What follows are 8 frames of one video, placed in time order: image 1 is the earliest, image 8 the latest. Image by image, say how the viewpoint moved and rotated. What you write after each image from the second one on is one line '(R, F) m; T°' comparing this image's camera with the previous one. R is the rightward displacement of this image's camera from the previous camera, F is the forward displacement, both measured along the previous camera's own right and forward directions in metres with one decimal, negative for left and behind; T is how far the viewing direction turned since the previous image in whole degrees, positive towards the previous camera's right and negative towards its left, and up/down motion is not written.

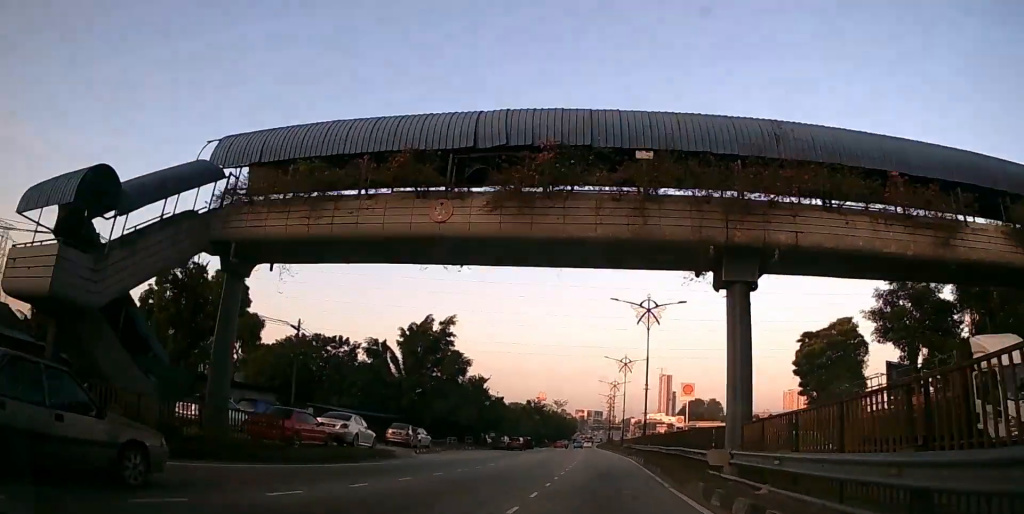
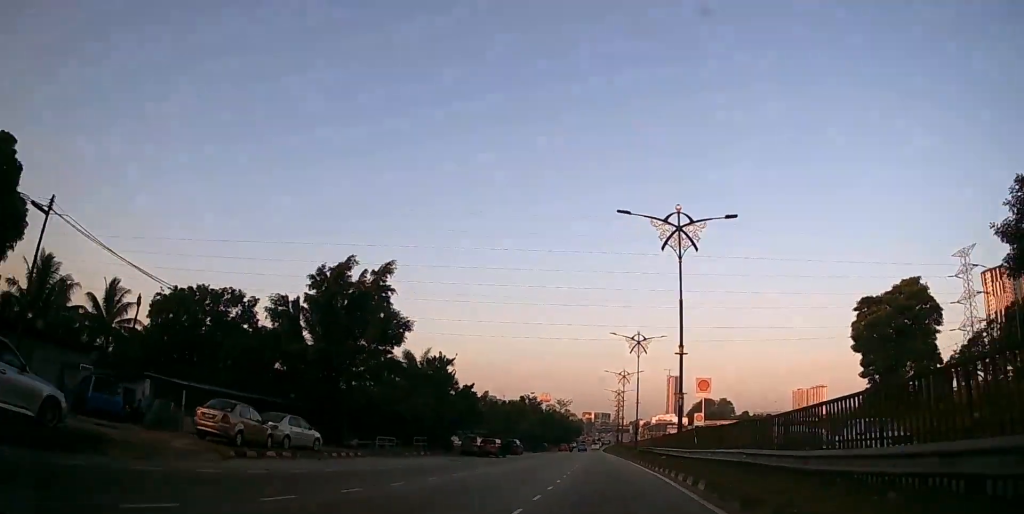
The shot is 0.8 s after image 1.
(-0.3, +18.1) m; -1°
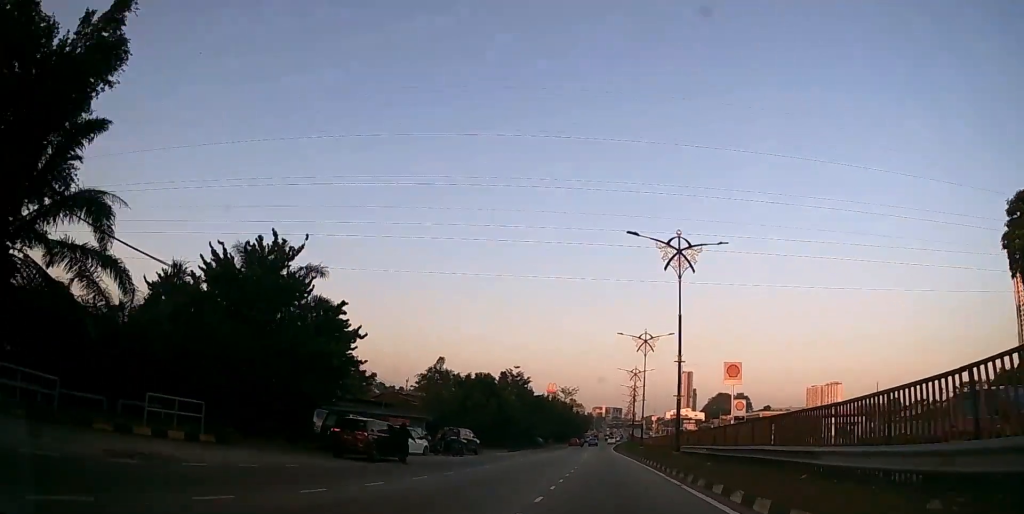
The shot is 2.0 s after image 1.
(-0.1, +26.7) m; -1°
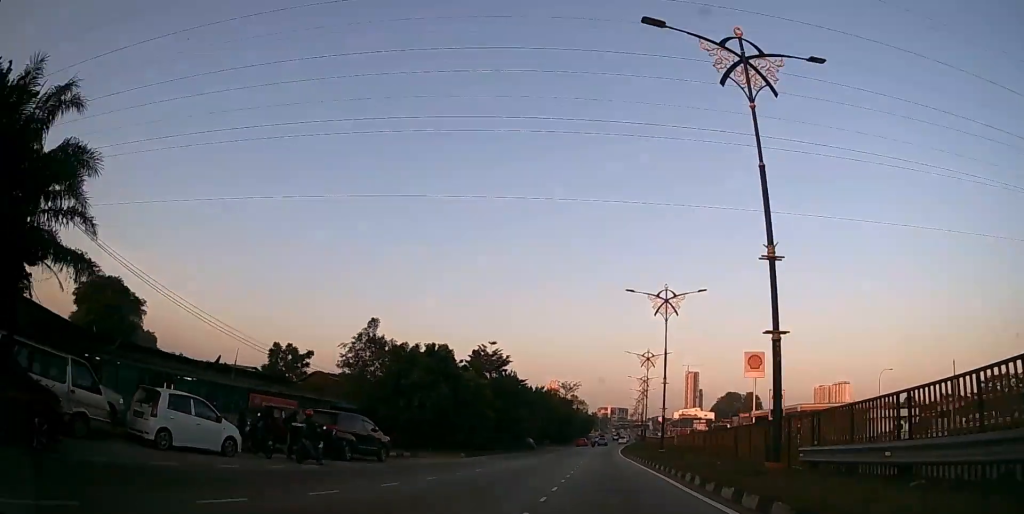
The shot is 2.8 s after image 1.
(-0.2, +16.7) m; -1°
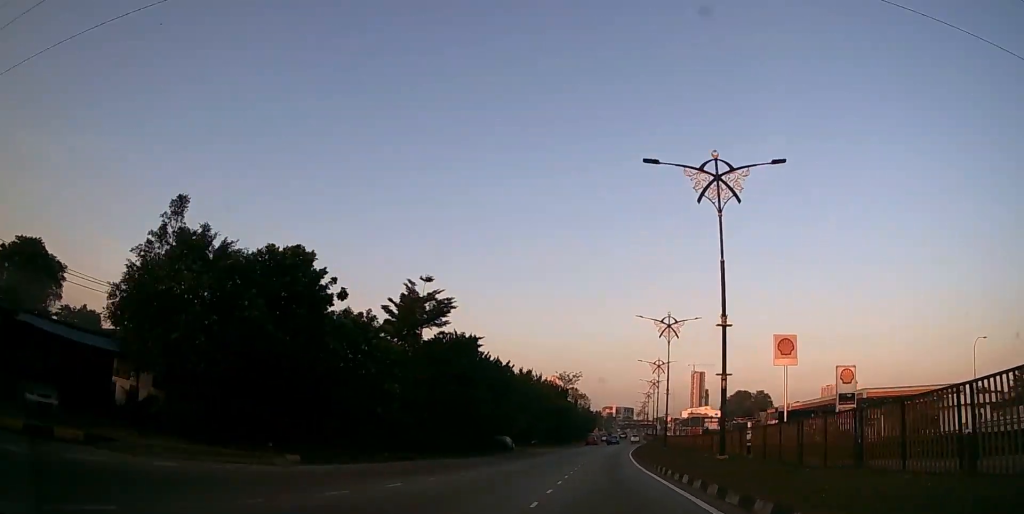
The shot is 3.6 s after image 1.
(-0.1, +21.0) m; 0°
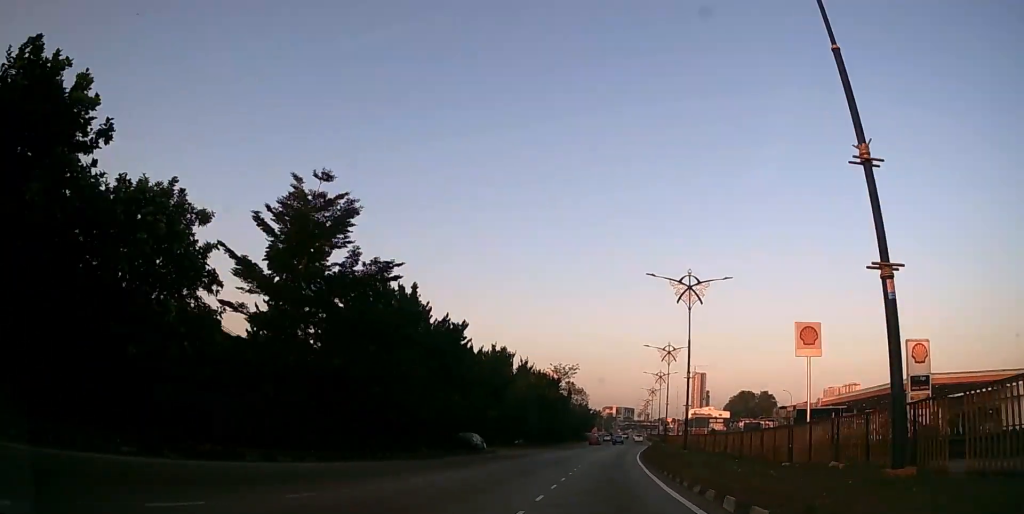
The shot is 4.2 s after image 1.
(0.0, +13.5) m; 0°
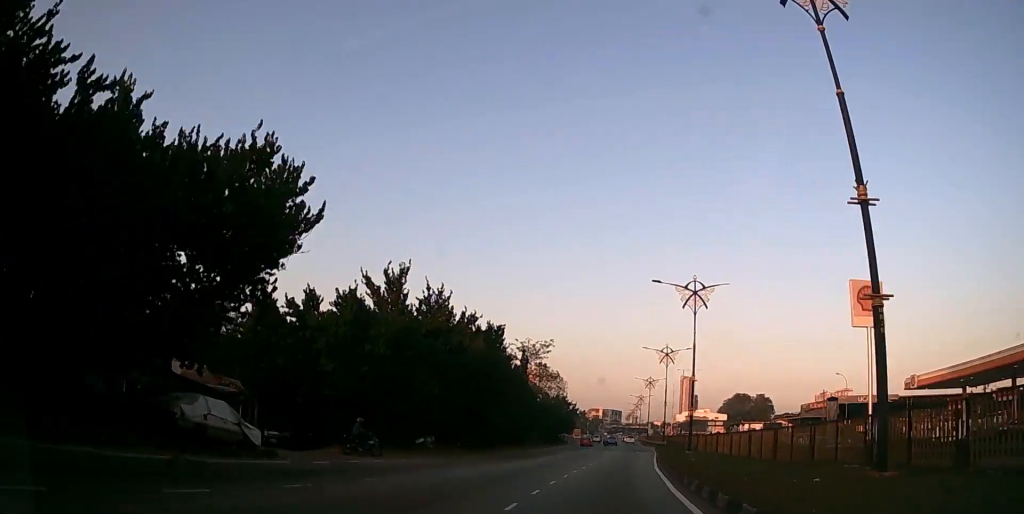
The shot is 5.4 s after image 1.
(-0.1, +28.8) m; 0°
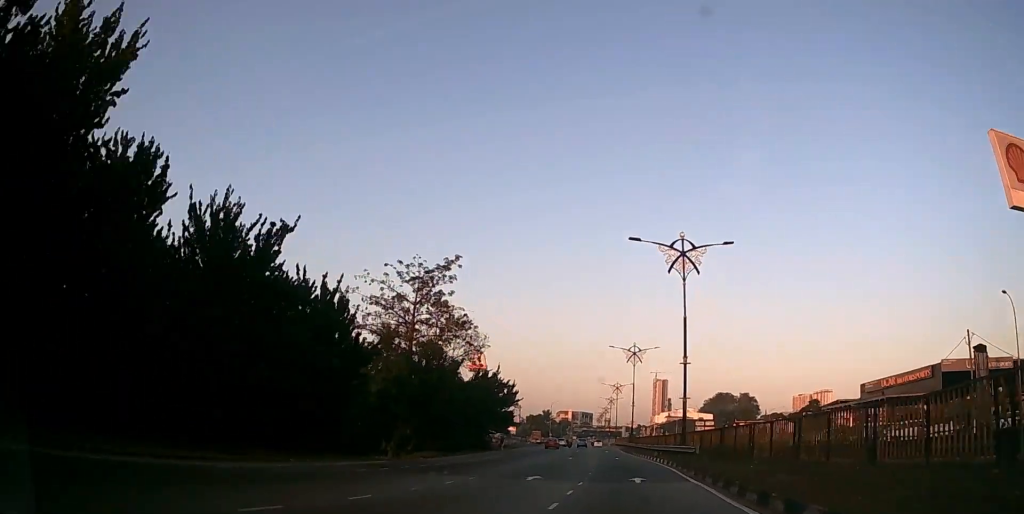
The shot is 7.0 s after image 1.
(+0.6, +38.8) m; +3°
